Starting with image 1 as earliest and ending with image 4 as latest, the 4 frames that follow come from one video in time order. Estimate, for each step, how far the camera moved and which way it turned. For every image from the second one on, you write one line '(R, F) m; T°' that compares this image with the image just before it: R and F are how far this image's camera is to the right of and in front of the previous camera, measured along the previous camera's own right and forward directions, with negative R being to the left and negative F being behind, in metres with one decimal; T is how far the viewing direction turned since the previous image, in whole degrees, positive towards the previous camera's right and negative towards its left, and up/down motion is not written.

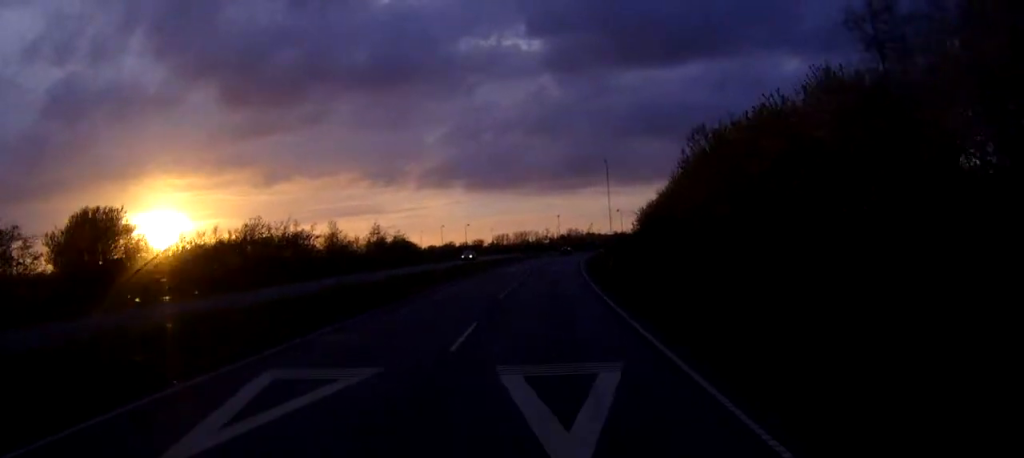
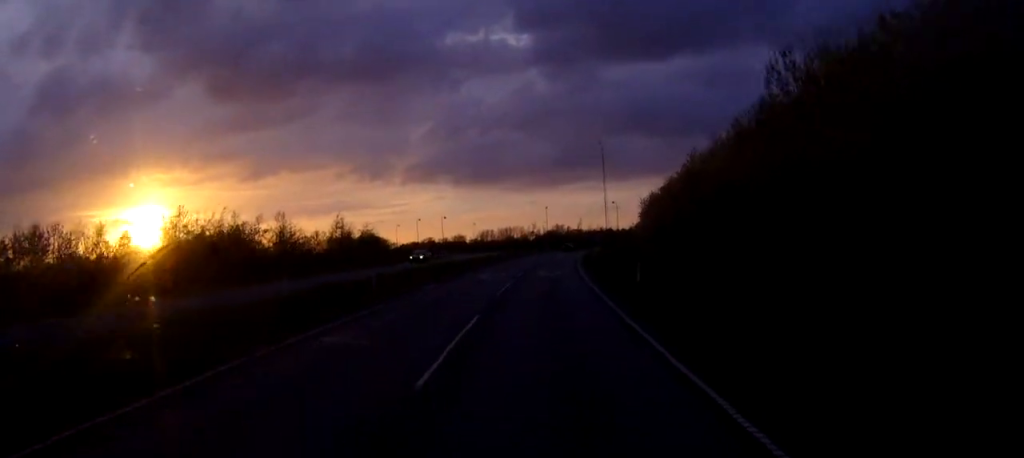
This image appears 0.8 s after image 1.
(+0.2, +15.8) m; +1°
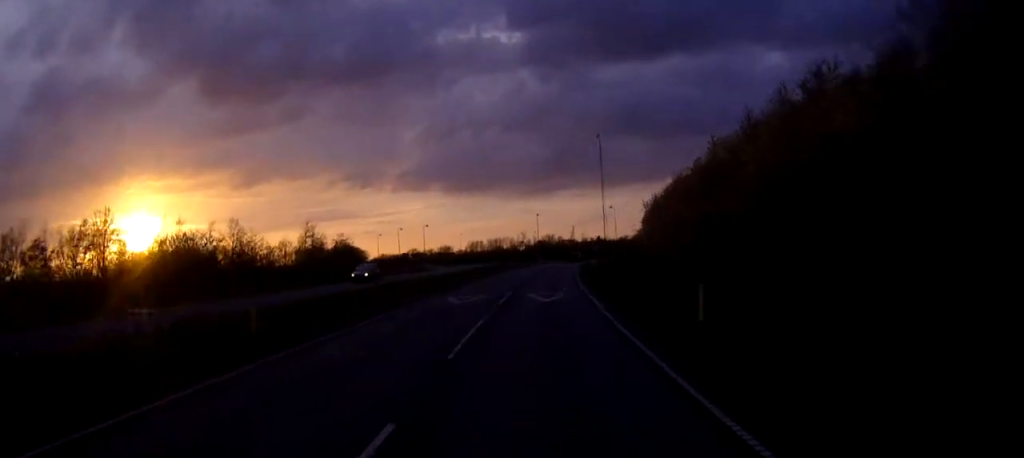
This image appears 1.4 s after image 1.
(+0.1, +11.1) m; 0°
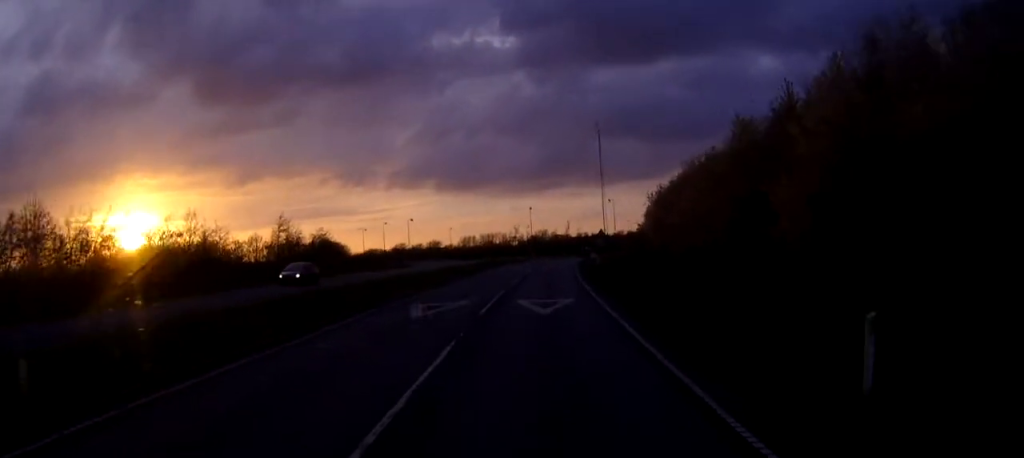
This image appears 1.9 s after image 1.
(0.0, +8.5) m; 0°
